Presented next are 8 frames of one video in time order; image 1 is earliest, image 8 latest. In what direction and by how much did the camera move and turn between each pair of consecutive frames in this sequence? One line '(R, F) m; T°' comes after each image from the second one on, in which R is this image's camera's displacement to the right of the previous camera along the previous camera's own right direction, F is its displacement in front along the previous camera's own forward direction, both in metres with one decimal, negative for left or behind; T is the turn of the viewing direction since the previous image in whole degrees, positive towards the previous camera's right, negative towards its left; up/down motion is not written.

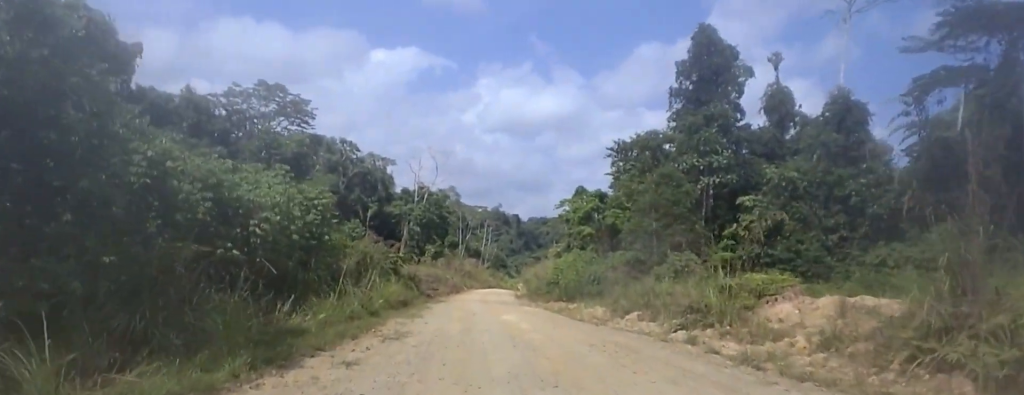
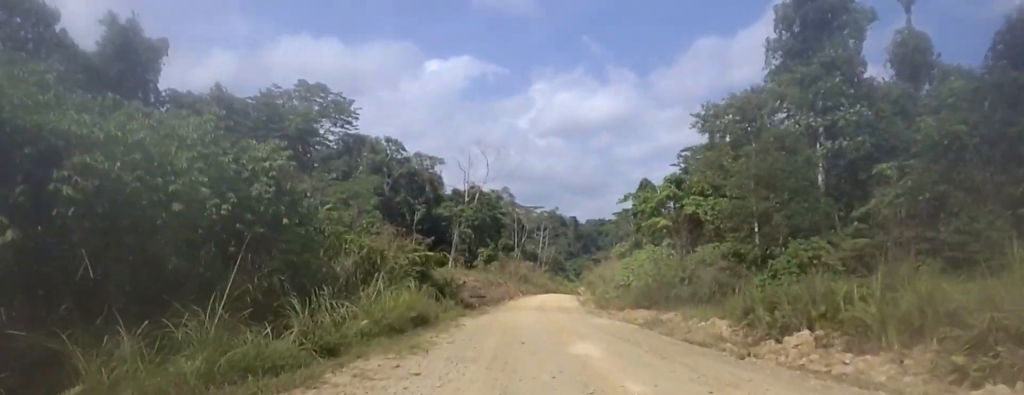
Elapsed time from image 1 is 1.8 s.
(-0.8, +9.0) m; -9°
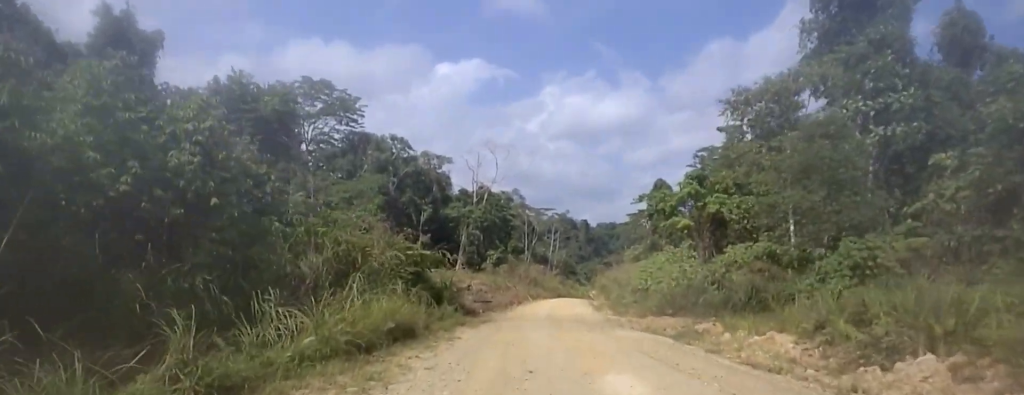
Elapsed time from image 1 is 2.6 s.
(-0.3, +3.8) m; +3°
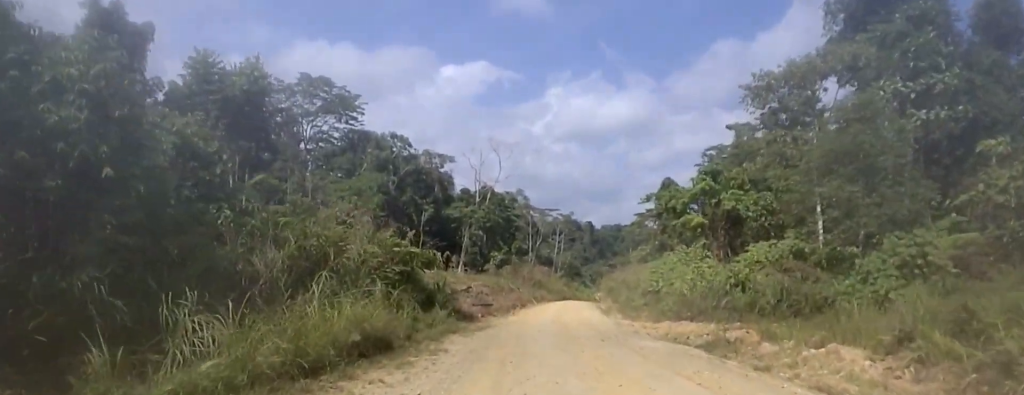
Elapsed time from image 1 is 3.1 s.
(+0.5, +3.2) m; +7°
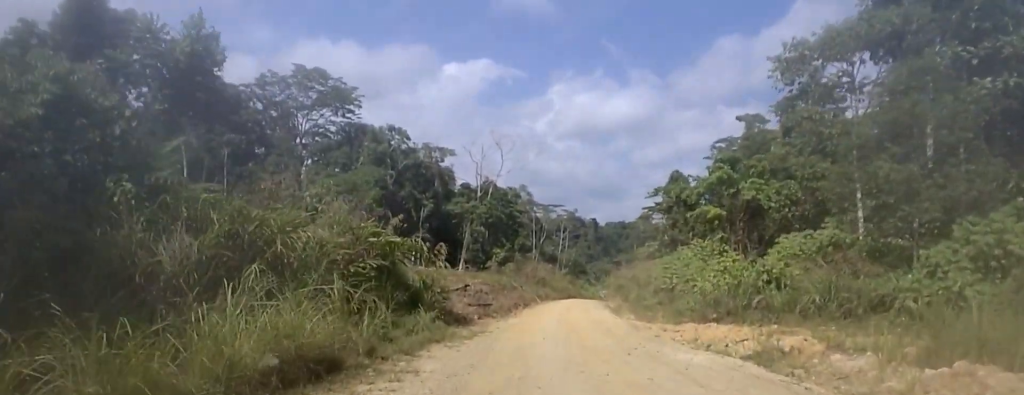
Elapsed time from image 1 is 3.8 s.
(+0.1, +4.1) m; -1°
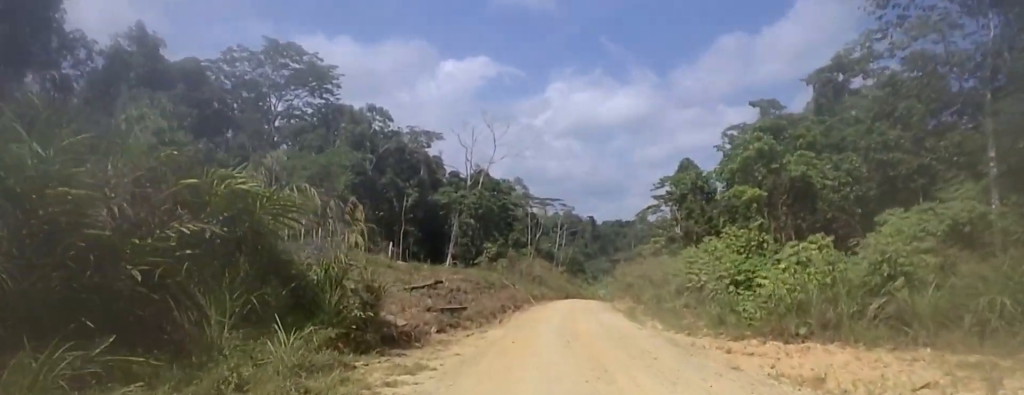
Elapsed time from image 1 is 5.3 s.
(-0.9, +9.8) m; -9°
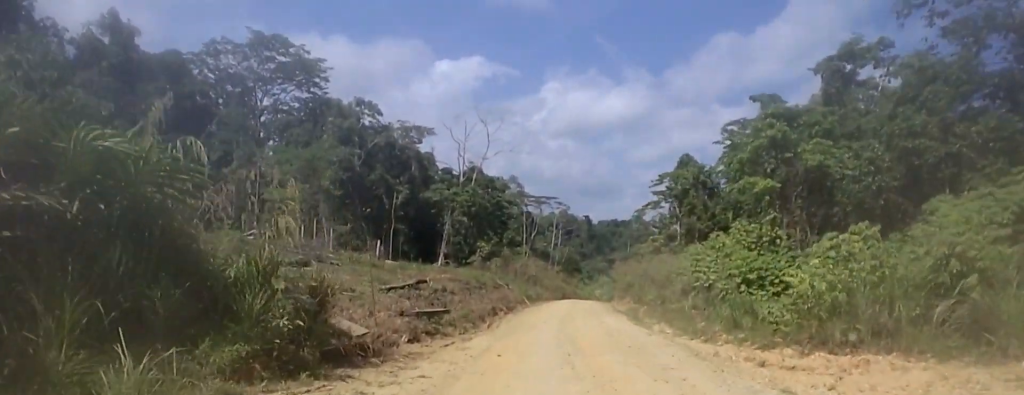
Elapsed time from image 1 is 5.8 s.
(0.0, +3.2) m; +6°
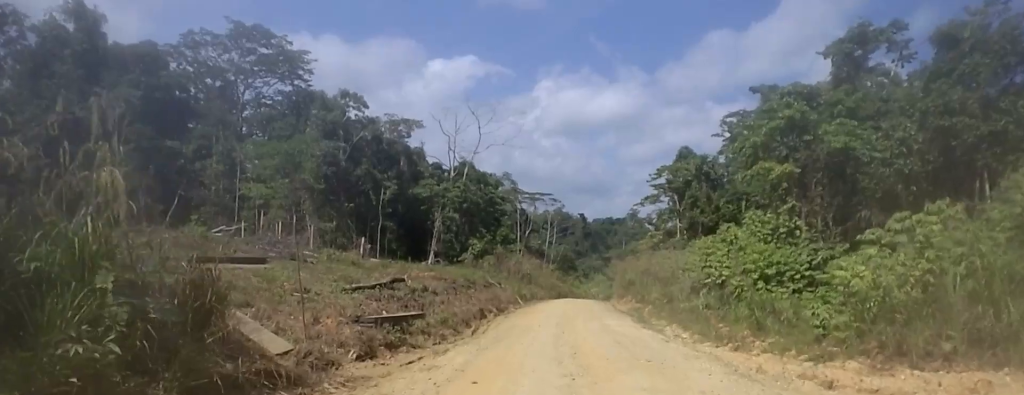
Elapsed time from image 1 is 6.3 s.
(-0.3, +3.6) m; +6°
